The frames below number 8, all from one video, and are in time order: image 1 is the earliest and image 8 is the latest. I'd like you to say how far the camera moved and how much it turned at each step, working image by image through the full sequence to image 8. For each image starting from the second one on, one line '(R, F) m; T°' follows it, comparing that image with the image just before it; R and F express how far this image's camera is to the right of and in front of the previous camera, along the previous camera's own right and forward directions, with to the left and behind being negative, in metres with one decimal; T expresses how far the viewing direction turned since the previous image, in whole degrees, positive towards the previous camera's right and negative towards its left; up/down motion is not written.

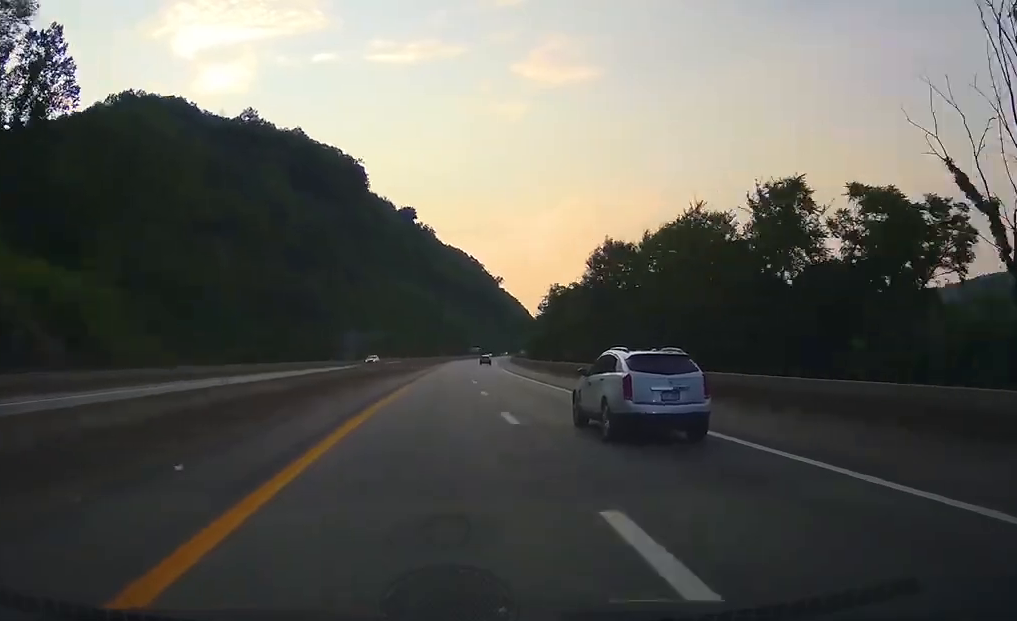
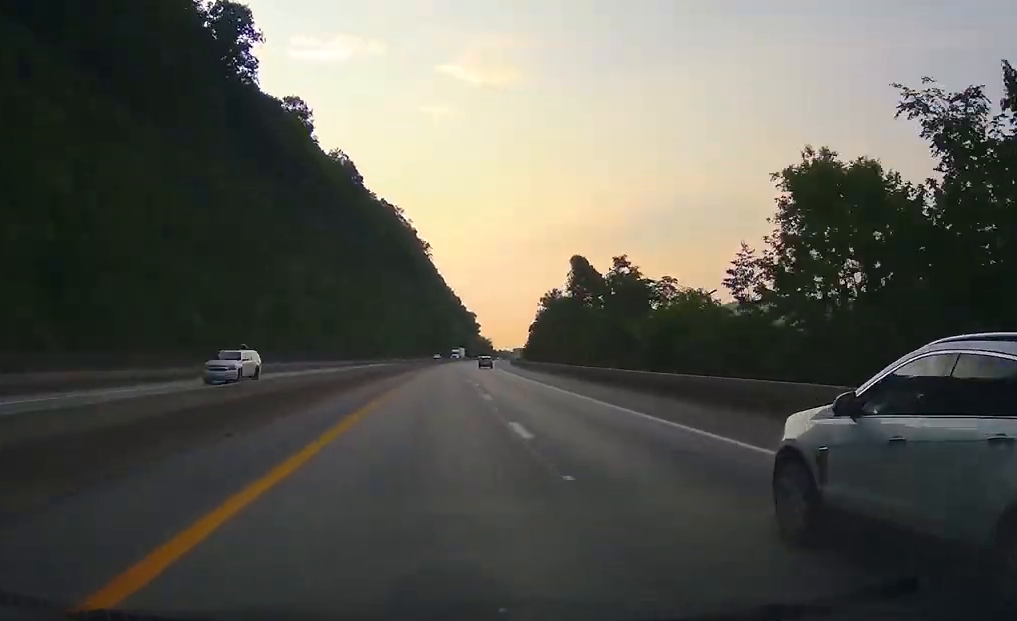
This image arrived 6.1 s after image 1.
(+11.0, +210.7) m; +7°
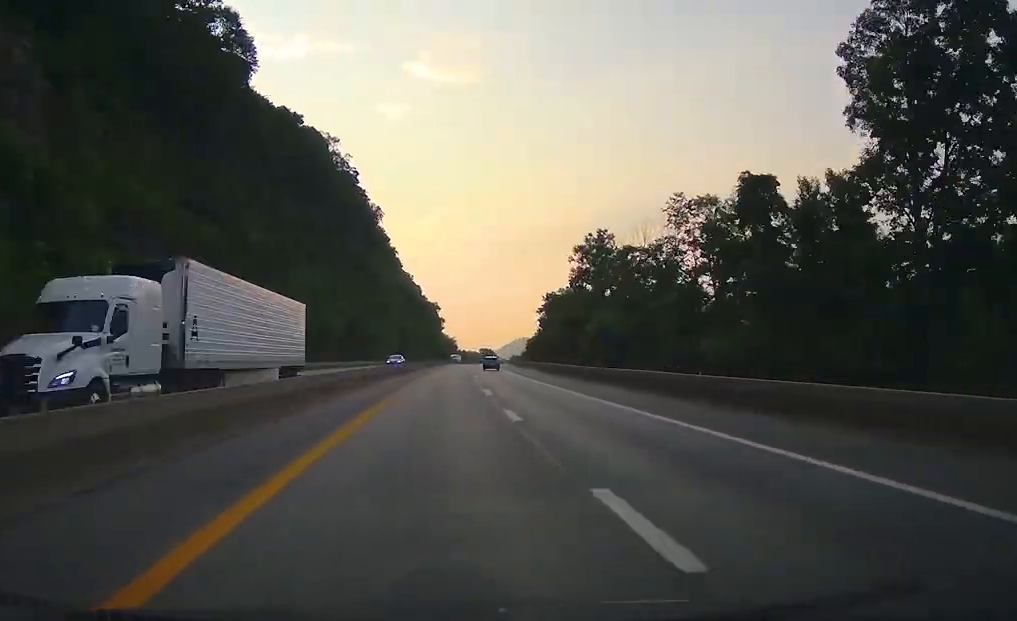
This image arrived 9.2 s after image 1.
(+3.5, +106.3) m; +4°
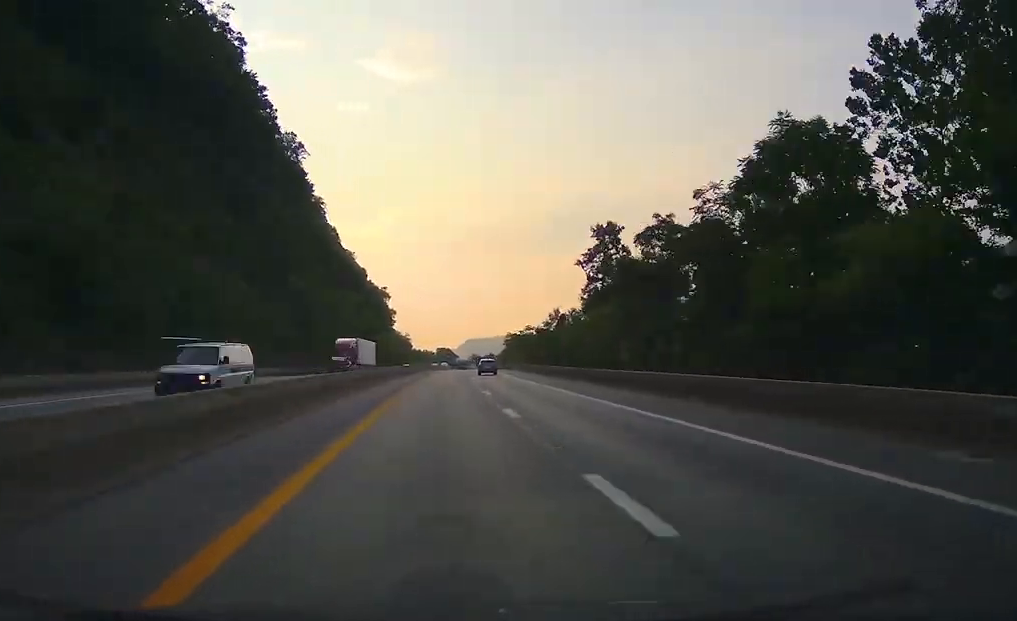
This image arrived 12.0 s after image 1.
(+3.7, +97.2) m; +2°
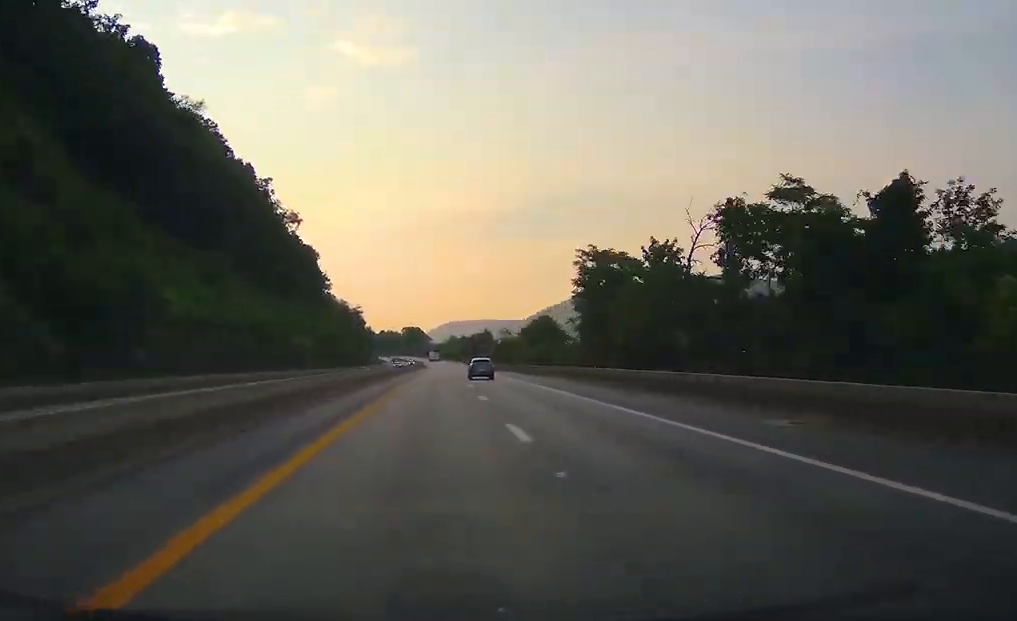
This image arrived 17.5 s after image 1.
(+5.3, +190.8) m; +2°
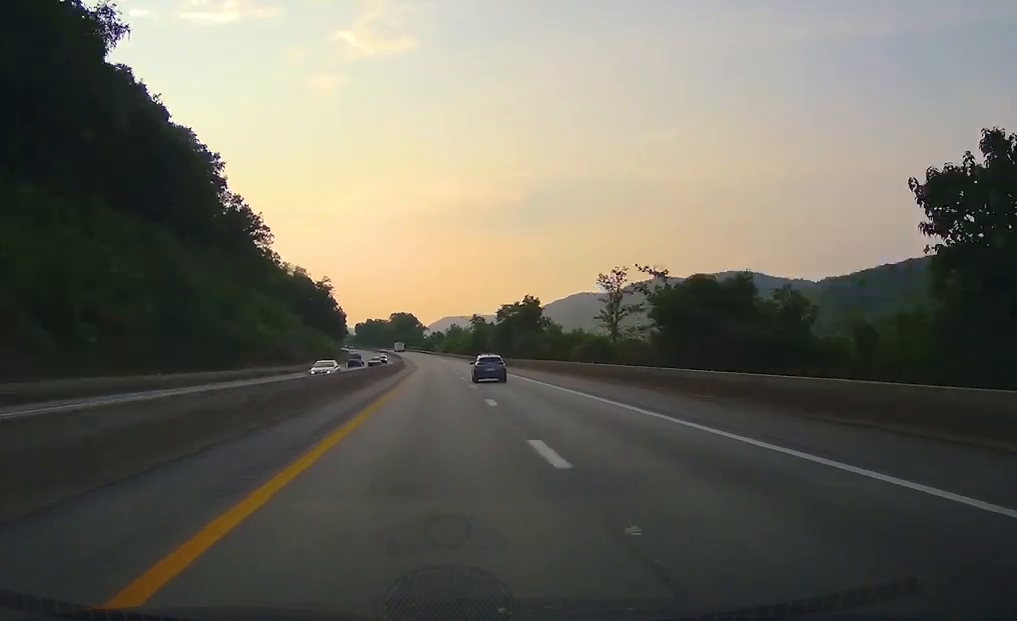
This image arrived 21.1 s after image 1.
(-0.5, +127.4) m; -2°
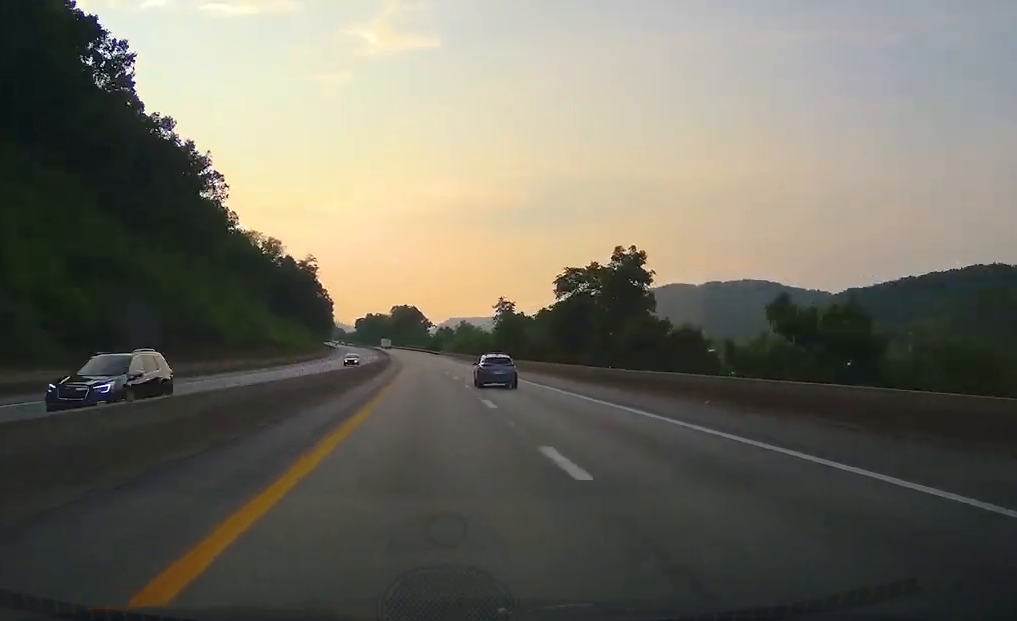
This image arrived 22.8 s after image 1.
(-1.1, +61.9) m; -2°
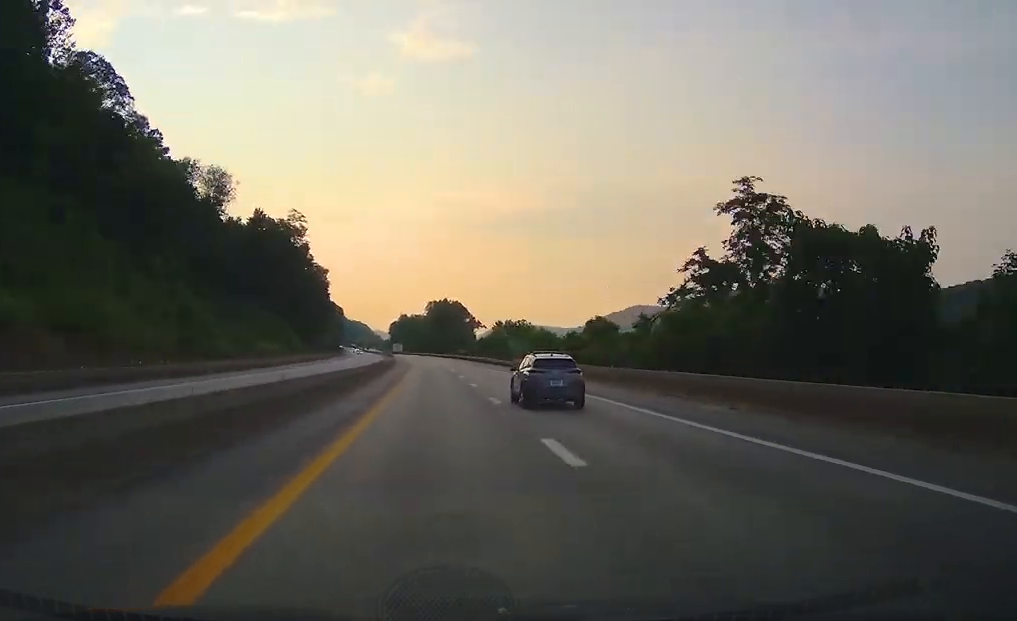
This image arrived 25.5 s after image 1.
(-1.2, +95.6) m; -3°
